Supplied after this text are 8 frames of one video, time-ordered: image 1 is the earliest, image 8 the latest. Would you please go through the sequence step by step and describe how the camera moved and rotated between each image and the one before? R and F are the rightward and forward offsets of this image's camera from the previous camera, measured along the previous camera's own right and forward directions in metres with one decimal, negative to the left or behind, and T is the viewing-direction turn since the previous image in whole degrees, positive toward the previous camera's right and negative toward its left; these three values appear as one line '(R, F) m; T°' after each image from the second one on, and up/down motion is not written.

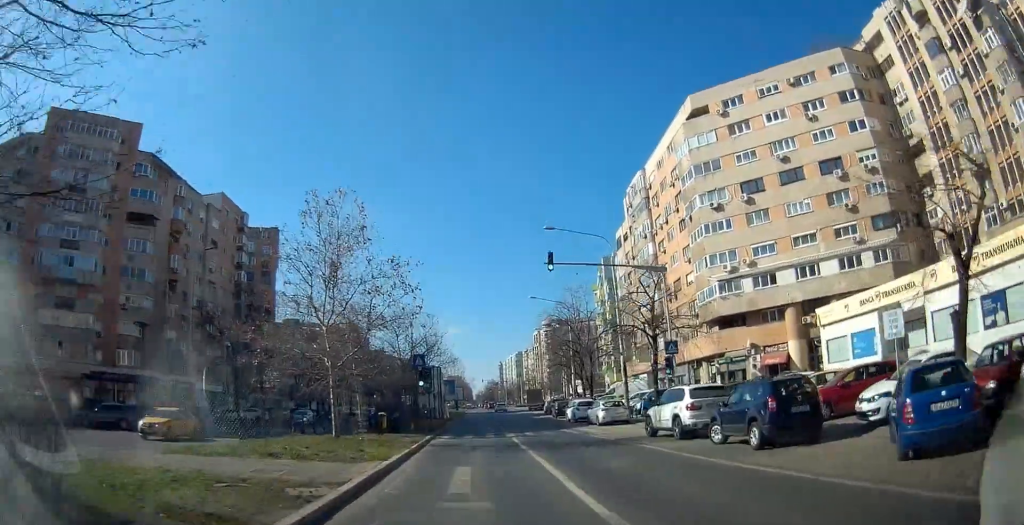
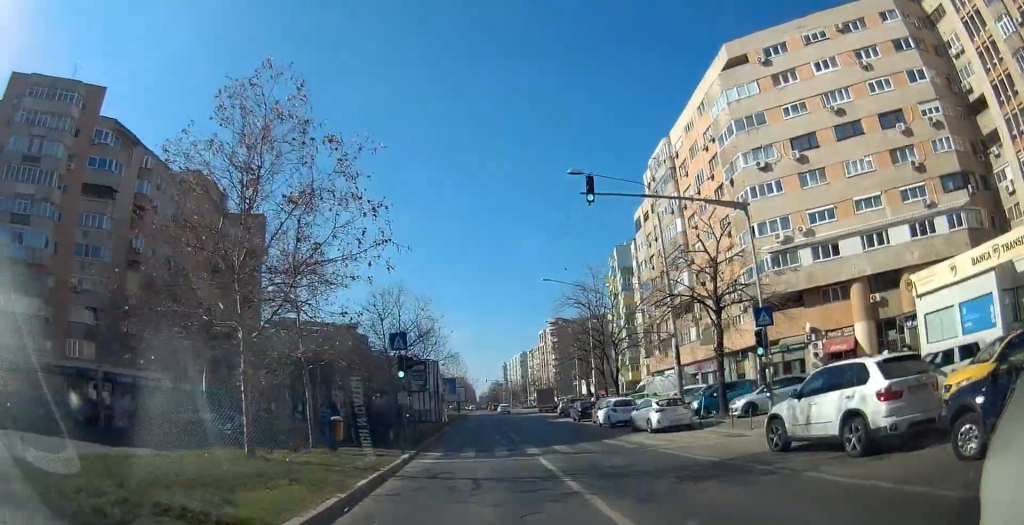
(-0.1, +9.1) m; -1°
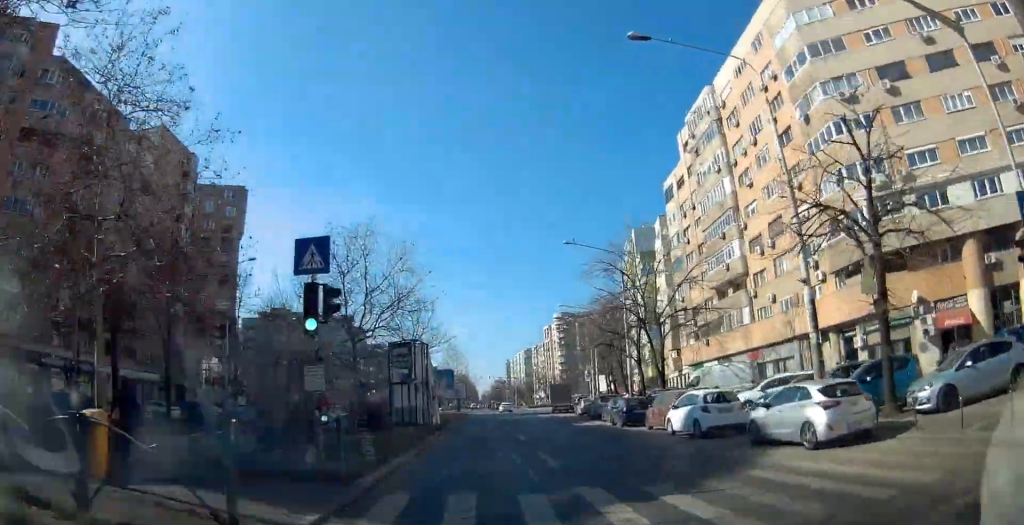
(-0.1, +11.6) m; +1°
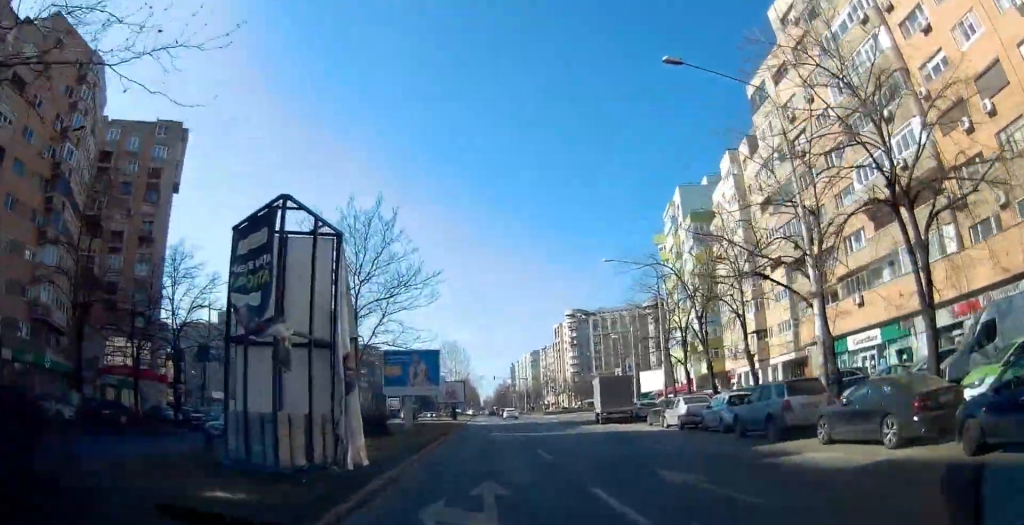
(+0.8, +24.1) m; +1°
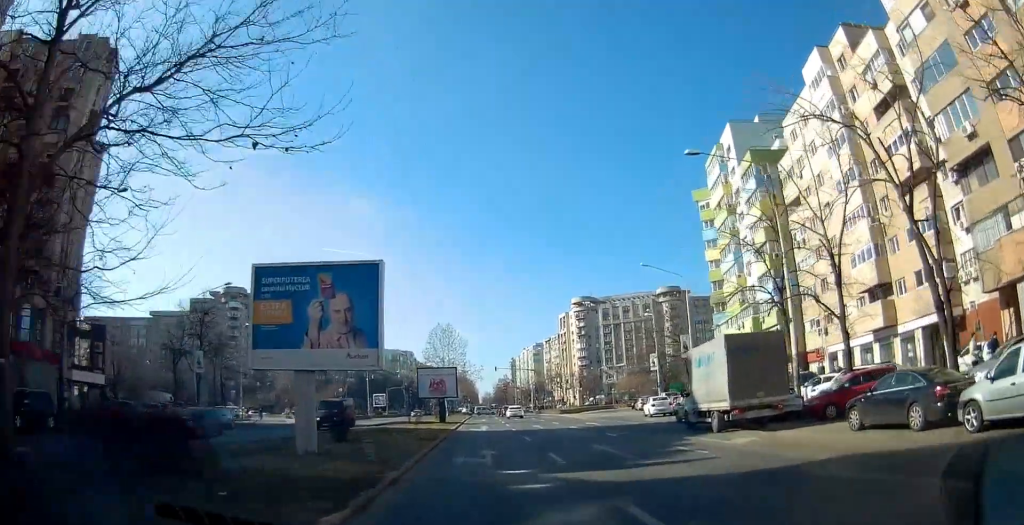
(-0.7, +20.2) m; +1°
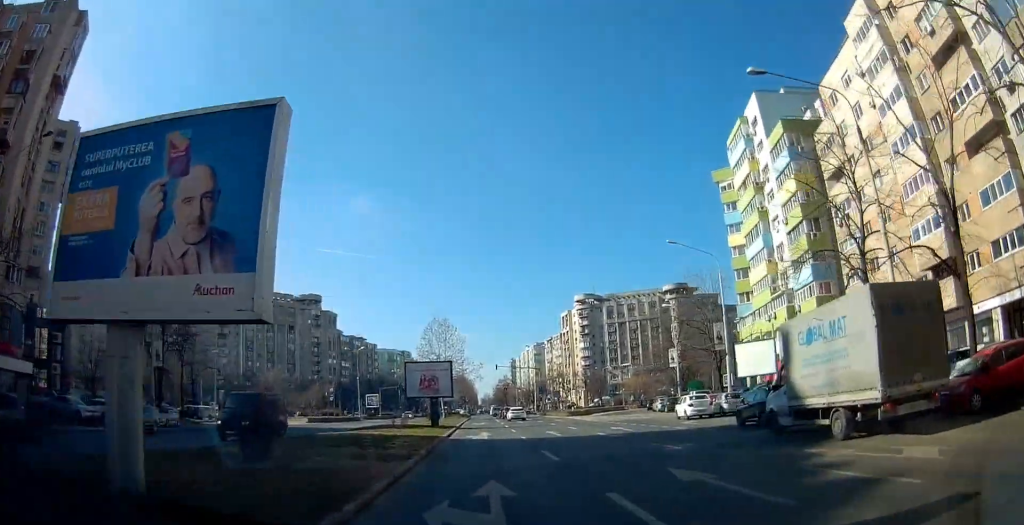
(+0.5, +7.6) m; +2°
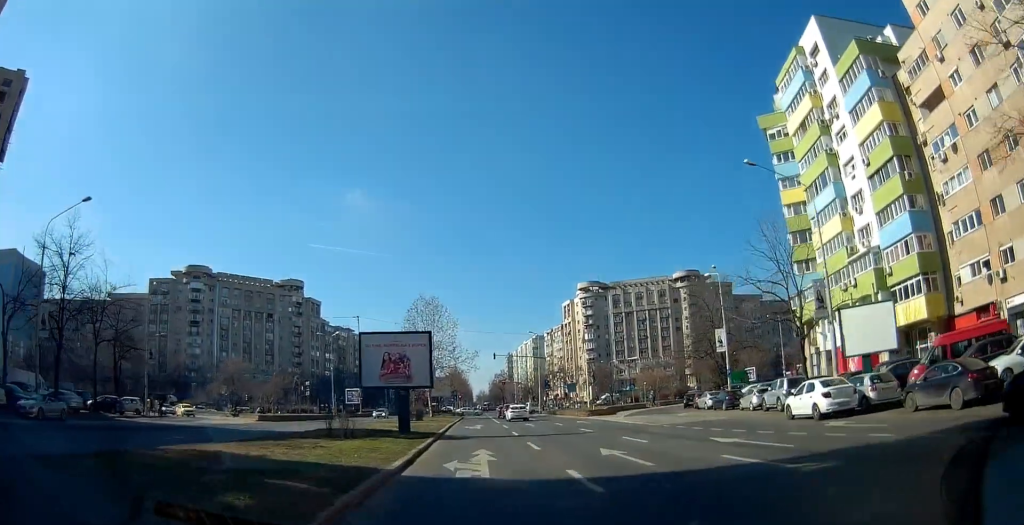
(+0.3, +15.0) m; 0°
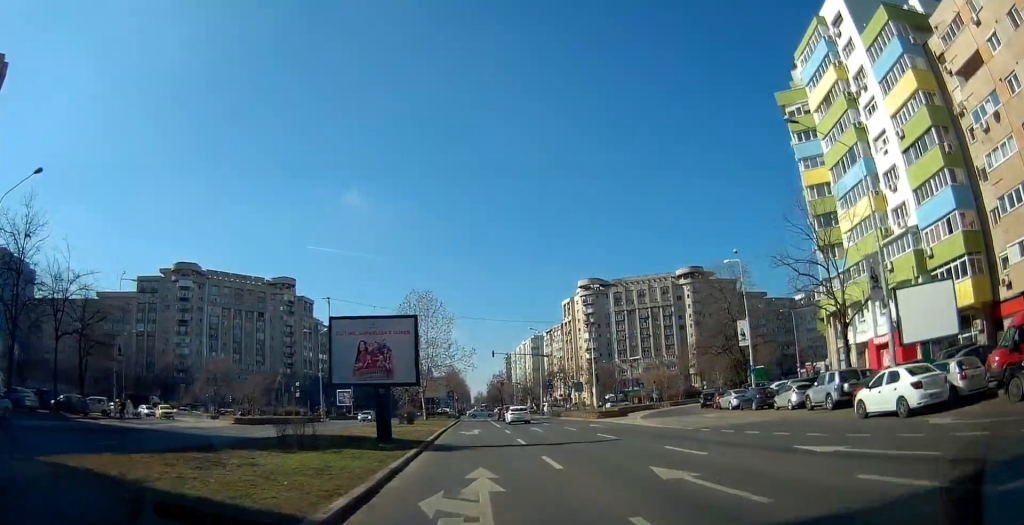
(0.0, +5.2) m; 0°
